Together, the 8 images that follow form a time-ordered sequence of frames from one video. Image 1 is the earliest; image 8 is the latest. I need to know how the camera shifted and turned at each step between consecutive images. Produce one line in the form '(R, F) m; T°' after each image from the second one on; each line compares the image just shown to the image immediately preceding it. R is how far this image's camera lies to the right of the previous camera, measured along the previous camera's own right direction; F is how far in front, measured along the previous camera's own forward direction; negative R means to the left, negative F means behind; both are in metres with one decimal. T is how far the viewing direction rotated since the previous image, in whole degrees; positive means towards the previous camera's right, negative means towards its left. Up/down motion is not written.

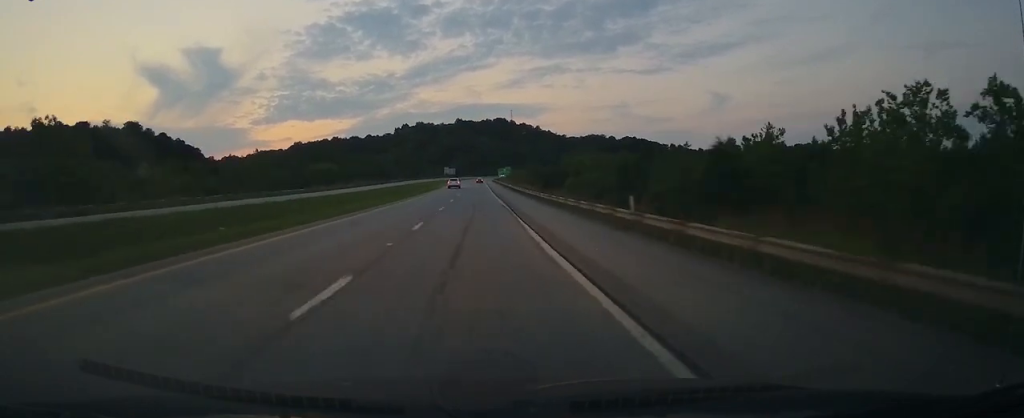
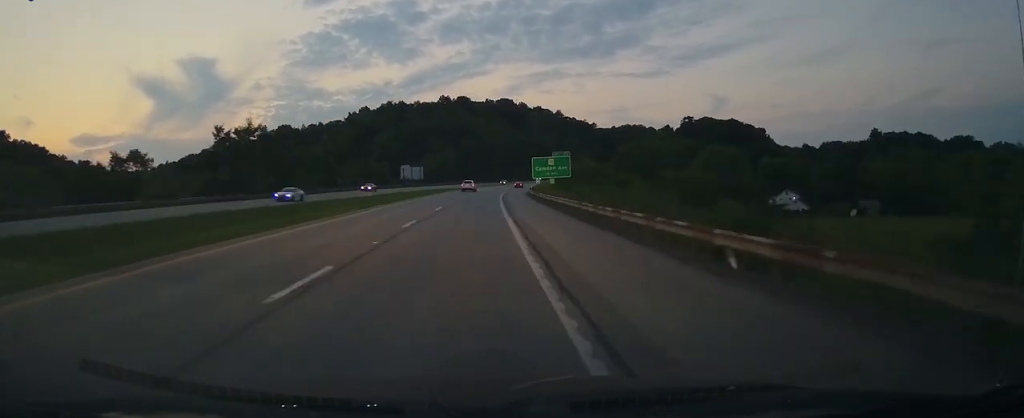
(+1.6, +194.4) m; +4°
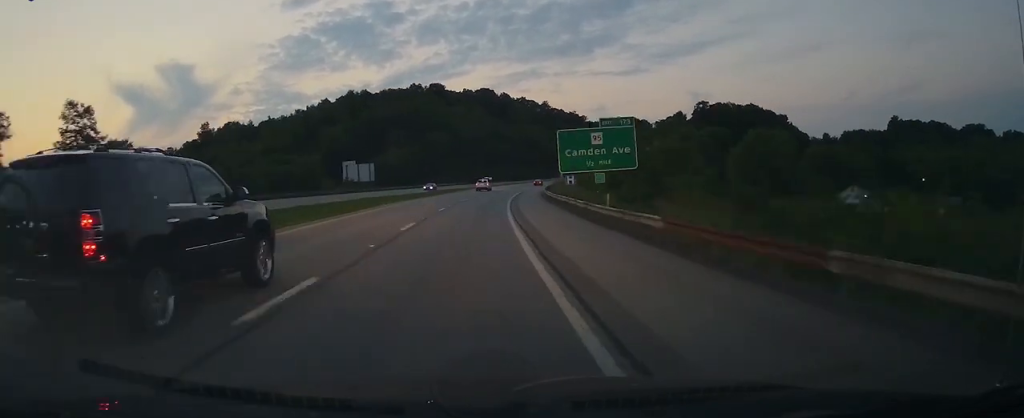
(-1.2, +51.0) m; +3°
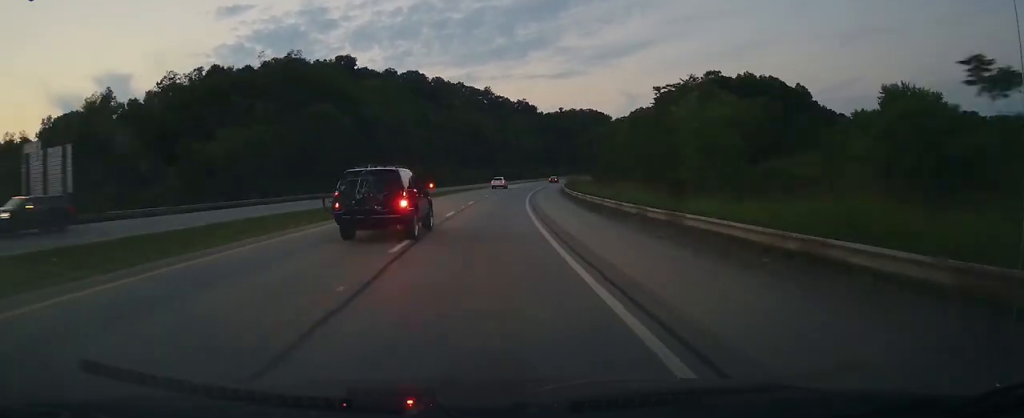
(+5.2, +79.8) m; +8°
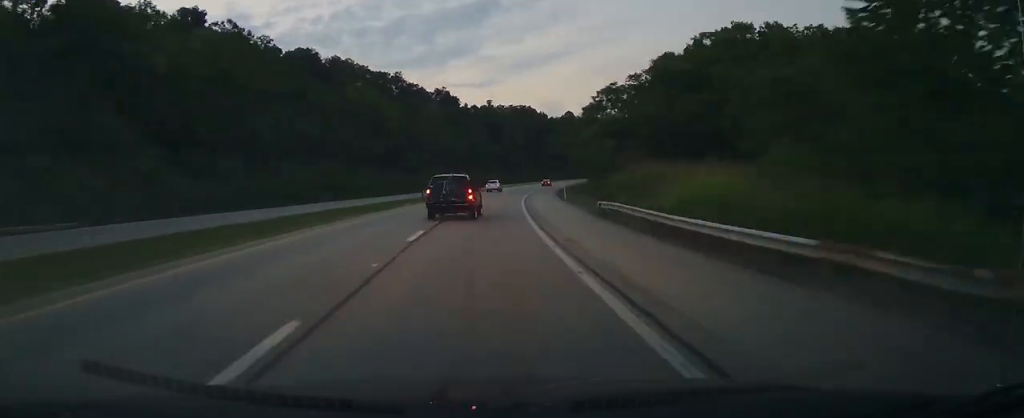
(+0.9, +71.9) m; +8°
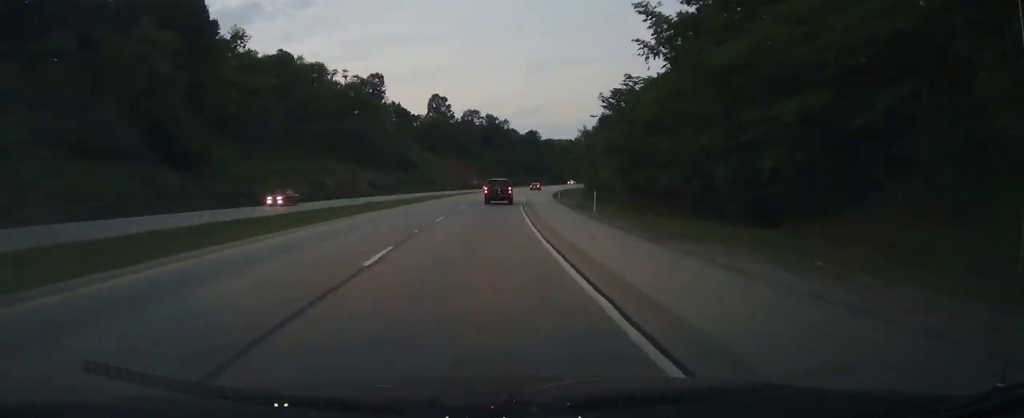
(+55.3, +228.3) m; +26°
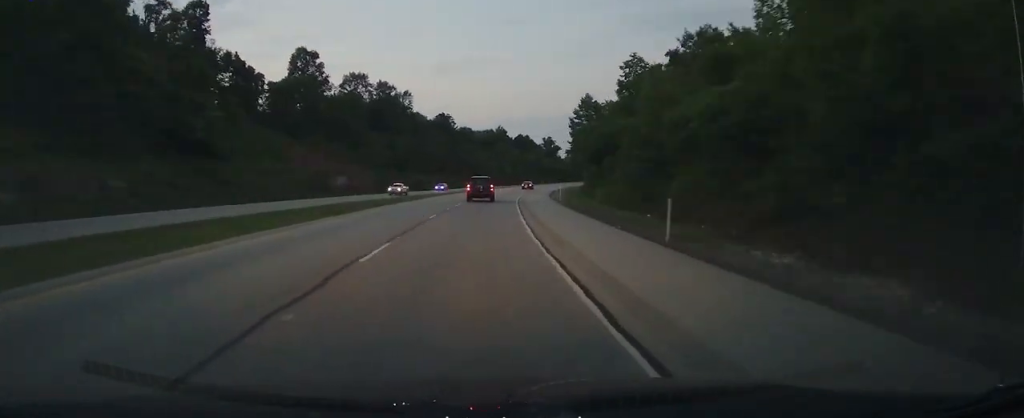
(+7.8, +82.1) m; +8°
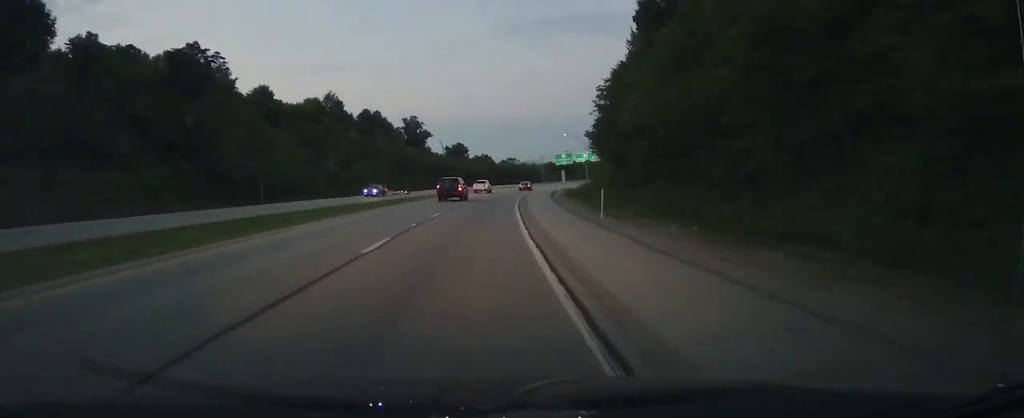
(+15.1, +129.8) m; +14°
